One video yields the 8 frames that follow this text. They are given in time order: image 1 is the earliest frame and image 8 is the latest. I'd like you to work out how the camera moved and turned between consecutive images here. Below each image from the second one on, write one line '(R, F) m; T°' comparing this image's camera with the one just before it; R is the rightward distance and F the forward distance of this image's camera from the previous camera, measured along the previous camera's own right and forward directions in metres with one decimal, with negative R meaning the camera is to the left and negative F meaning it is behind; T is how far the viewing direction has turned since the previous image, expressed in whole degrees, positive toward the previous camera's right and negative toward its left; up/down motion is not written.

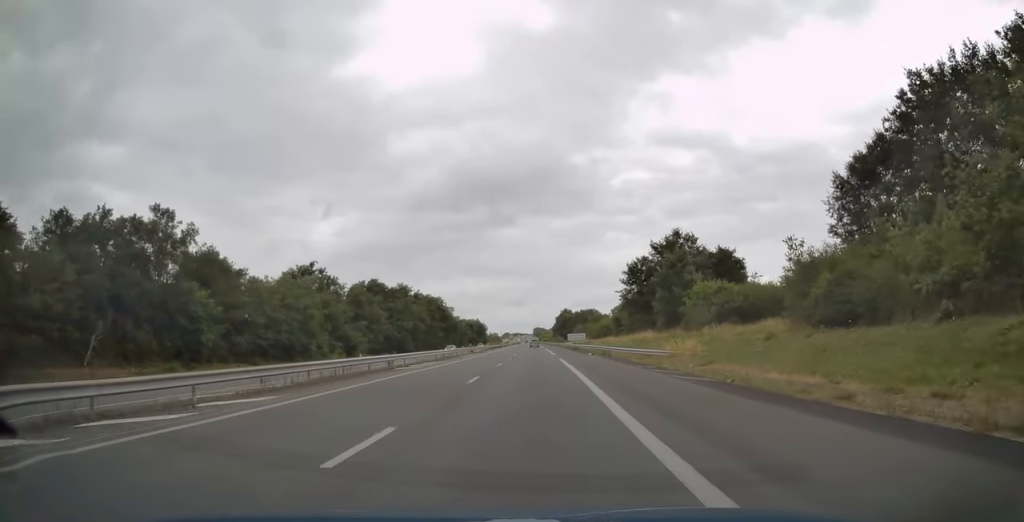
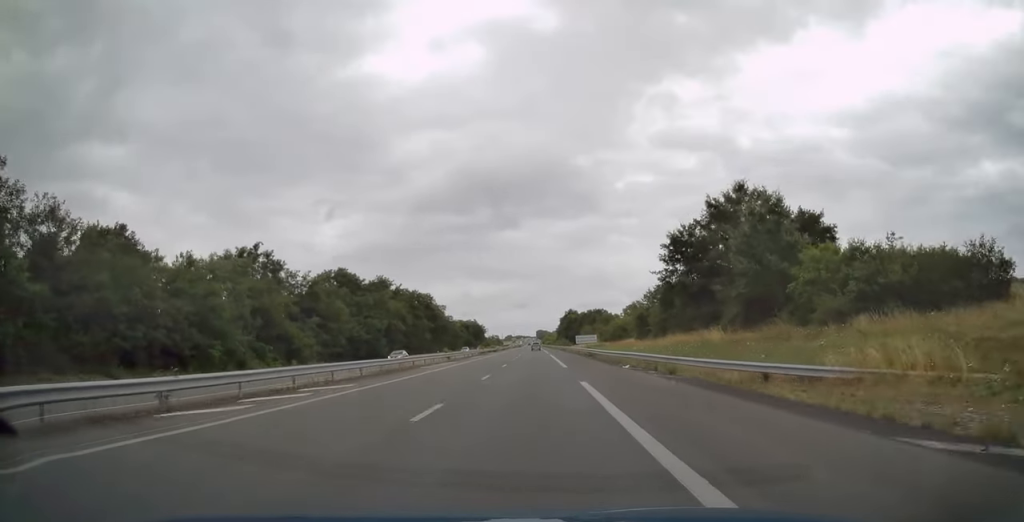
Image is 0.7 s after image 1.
(+0.2, +21.5) m; 0°
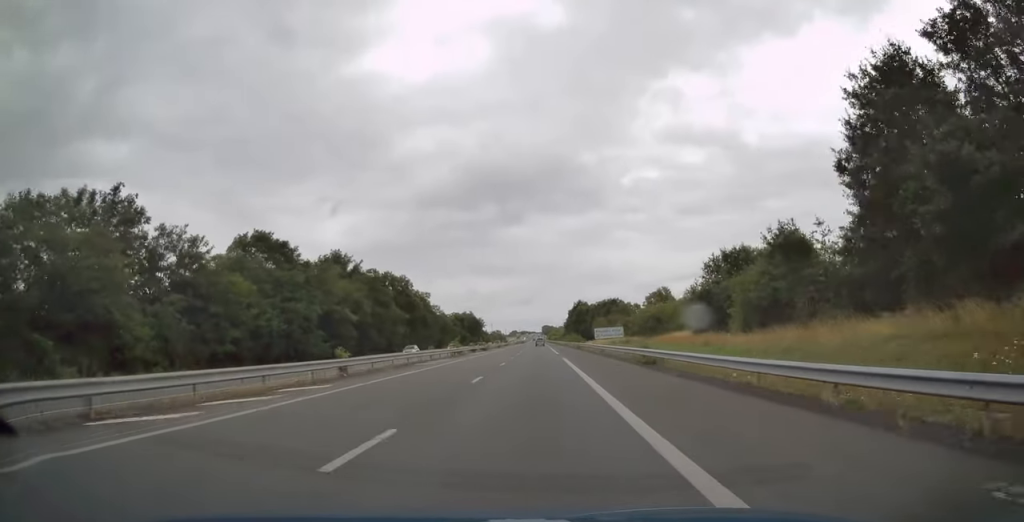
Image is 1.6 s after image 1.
(-0.1, +30.7) m; -1°
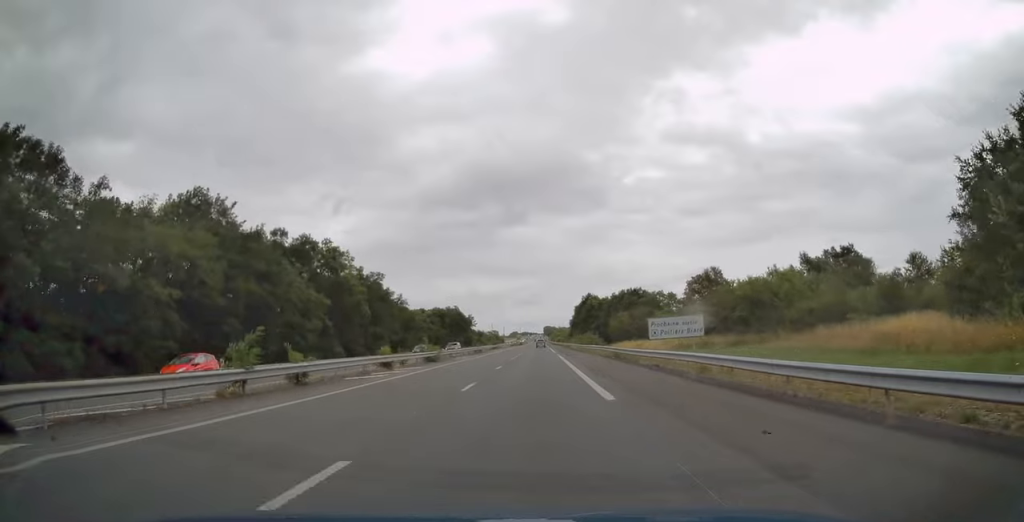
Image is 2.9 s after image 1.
(-0.6, +41.5) m; -1°
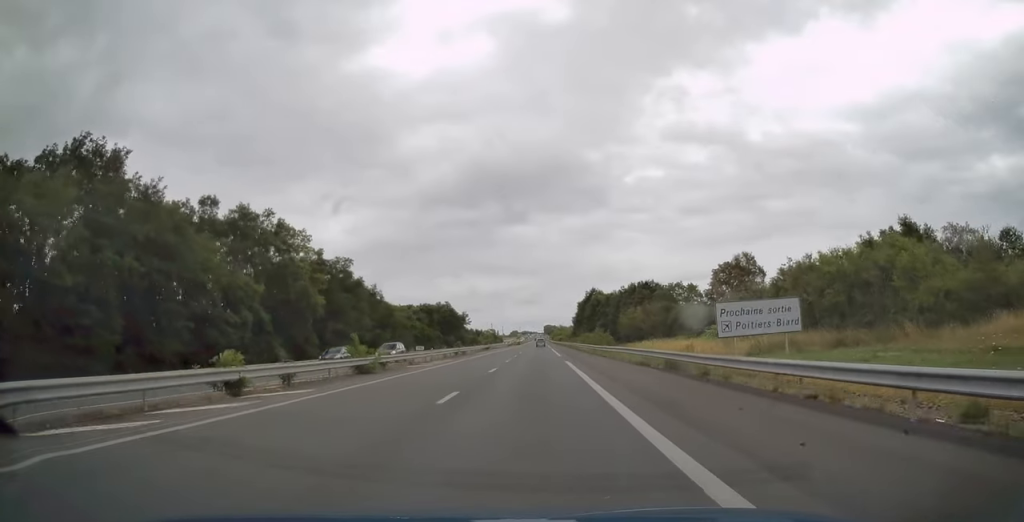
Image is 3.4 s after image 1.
(+0.1, +16.7) m; 0°
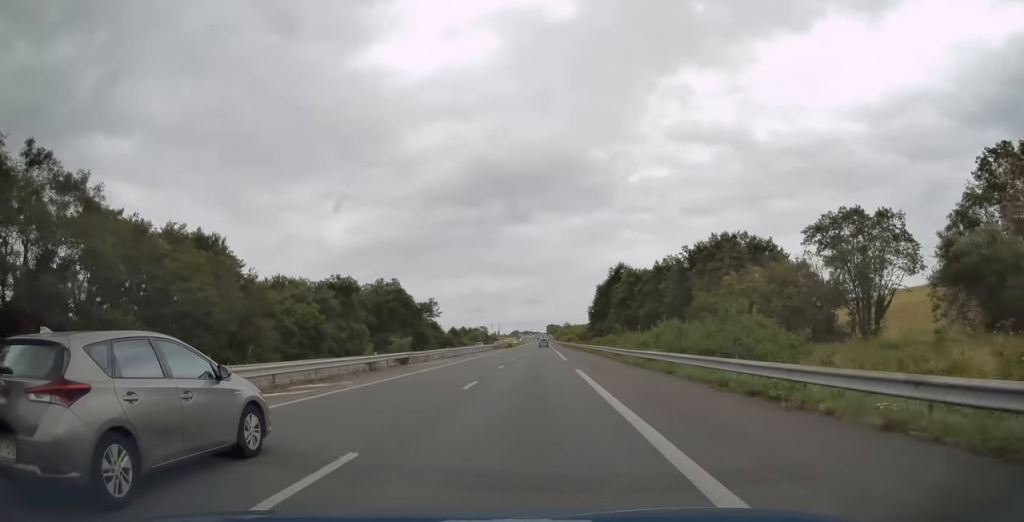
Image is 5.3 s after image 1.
(0.0, +60.8) m; 0°
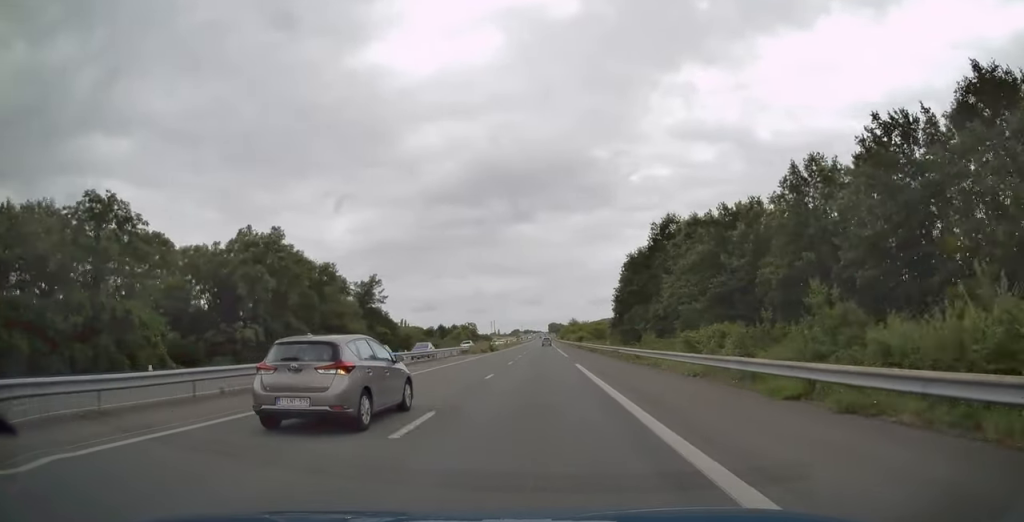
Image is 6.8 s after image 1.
(+0.1, +47.9) m; 0°
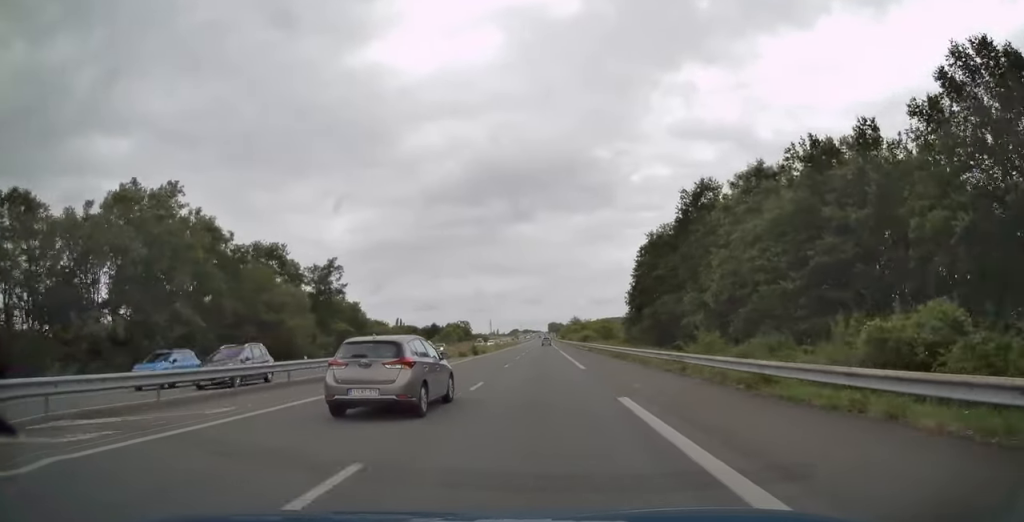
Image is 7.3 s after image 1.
(-0.1, +17.8) m; 0°
